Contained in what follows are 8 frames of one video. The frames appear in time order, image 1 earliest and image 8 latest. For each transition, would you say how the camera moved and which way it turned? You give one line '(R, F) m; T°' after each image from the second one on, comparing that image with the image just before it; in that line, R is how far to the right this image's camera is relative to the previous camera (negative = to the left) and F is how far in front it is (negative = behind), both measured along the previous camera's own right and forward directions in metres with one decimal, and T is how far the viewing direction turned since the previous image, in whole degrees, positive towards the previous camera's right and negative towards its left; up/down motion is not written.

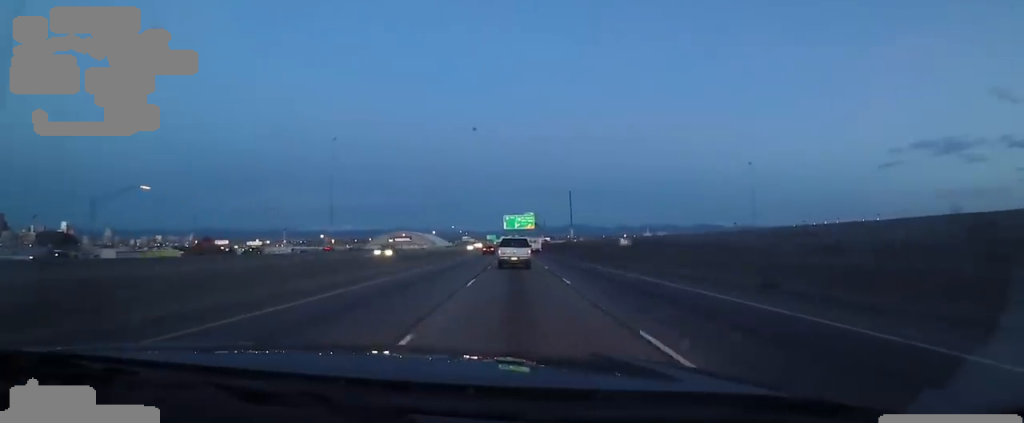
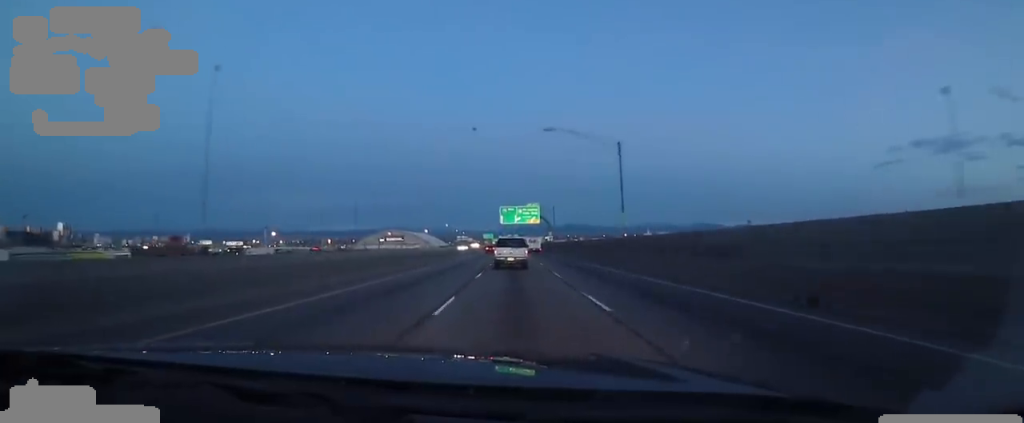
(0.0, +30.6) m; 0°
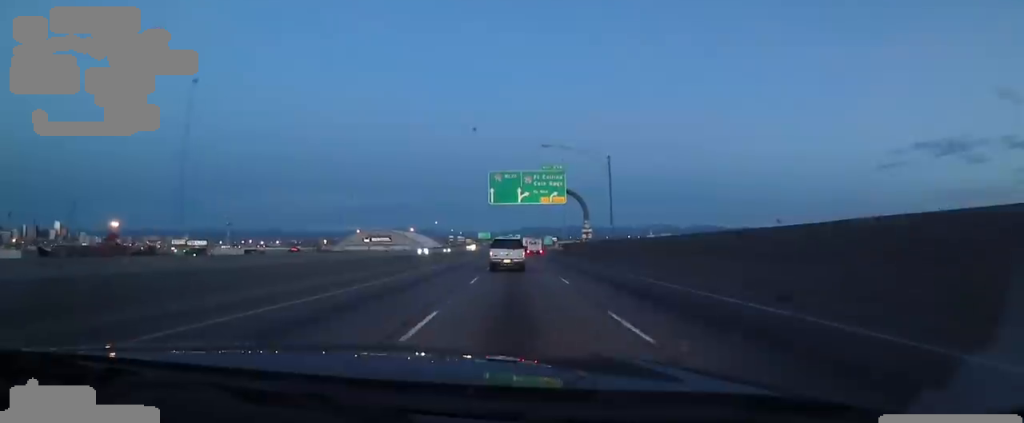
(0.0, +51.9) m; 0°
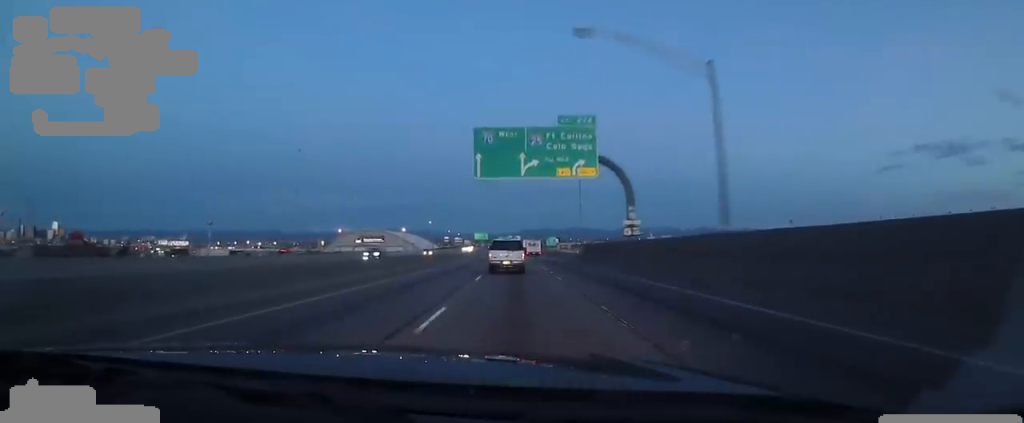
(0.0, +20.2) m; 0°
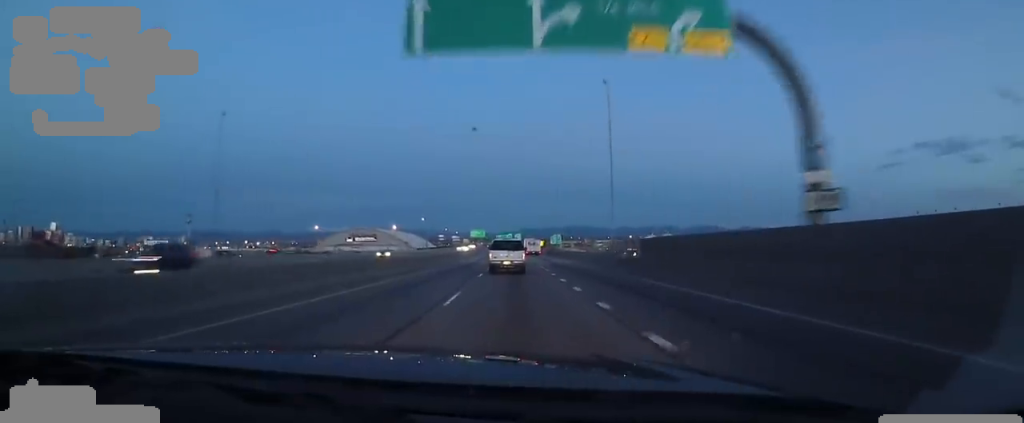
(0.0, +20.8) m; 0°
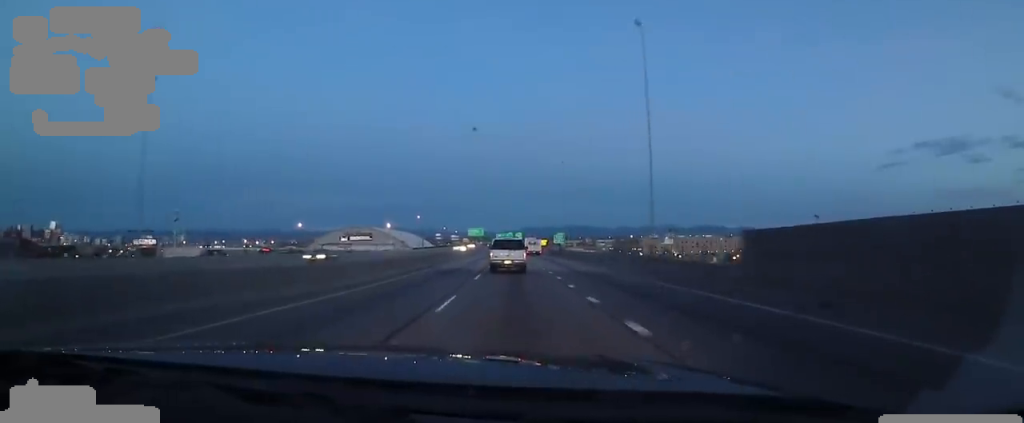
(0.0, +12.4) m; 0°
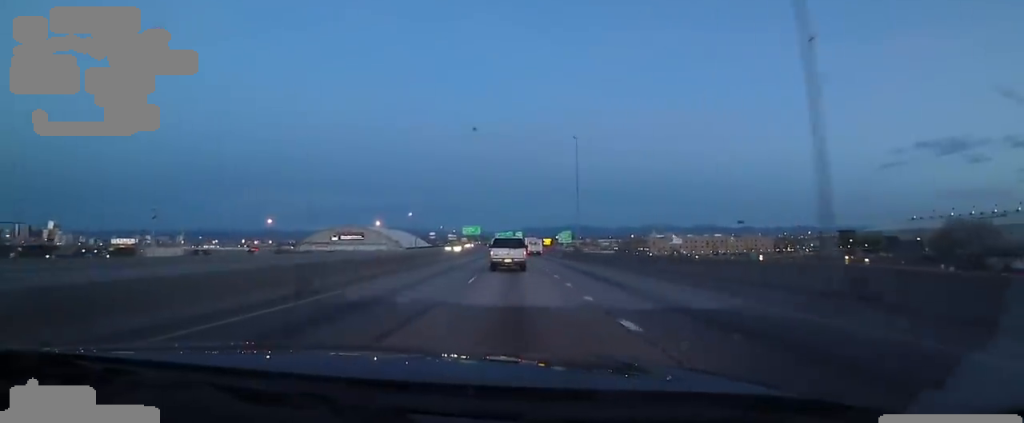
(0.0, +18.0) m; 0°
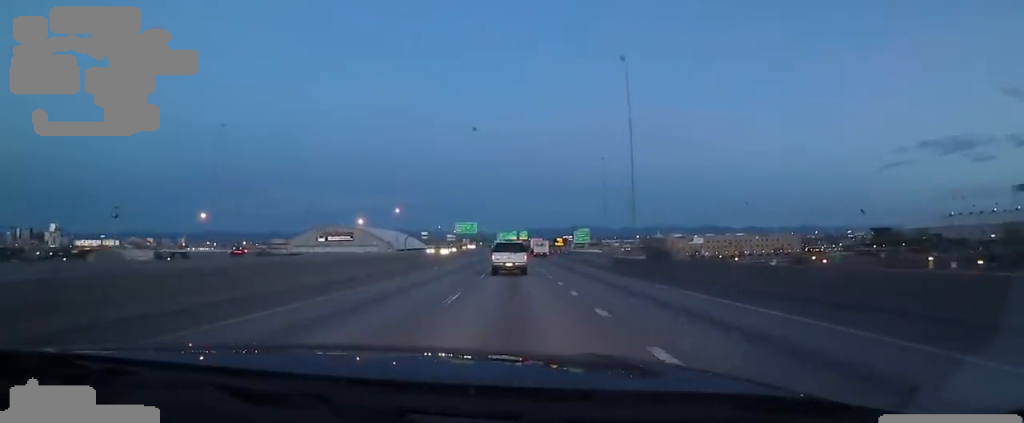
(0.0, +30.1) m; 0°
